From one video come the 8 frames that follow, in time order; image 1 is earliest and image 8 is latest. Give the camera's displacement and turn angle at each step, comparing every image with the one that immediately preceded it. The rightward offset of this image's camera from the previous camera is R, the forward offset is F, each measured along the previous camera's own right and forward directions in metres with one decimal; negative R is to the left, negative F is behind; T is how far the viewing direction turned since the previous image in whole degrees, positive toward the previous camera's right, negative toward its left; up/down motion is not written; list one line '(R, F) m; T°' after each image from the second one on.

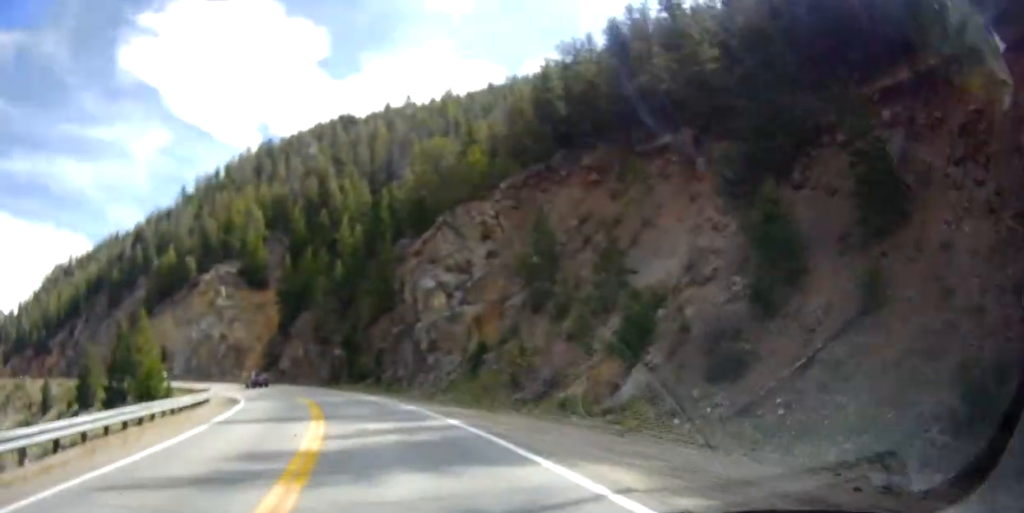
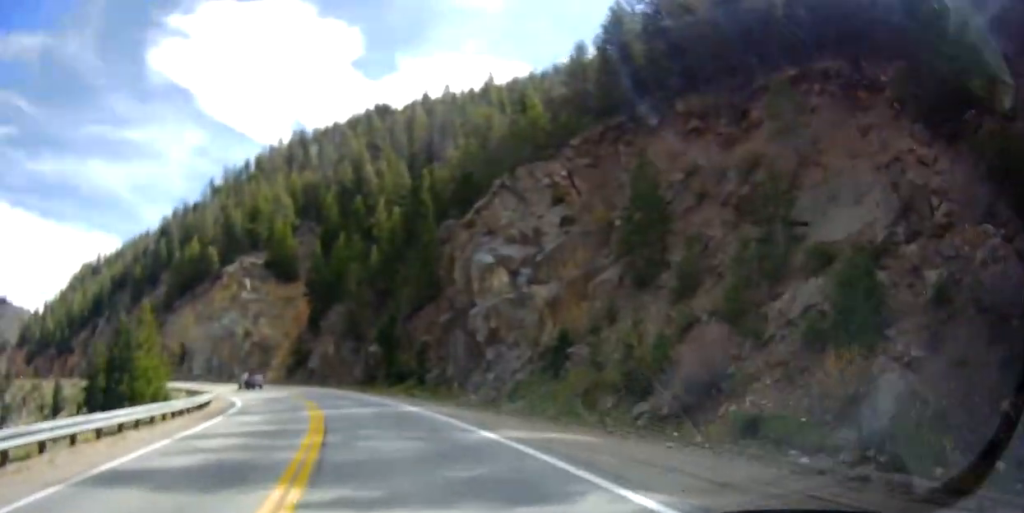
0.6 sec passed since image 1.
(-0.3, +10.5) m; -4°
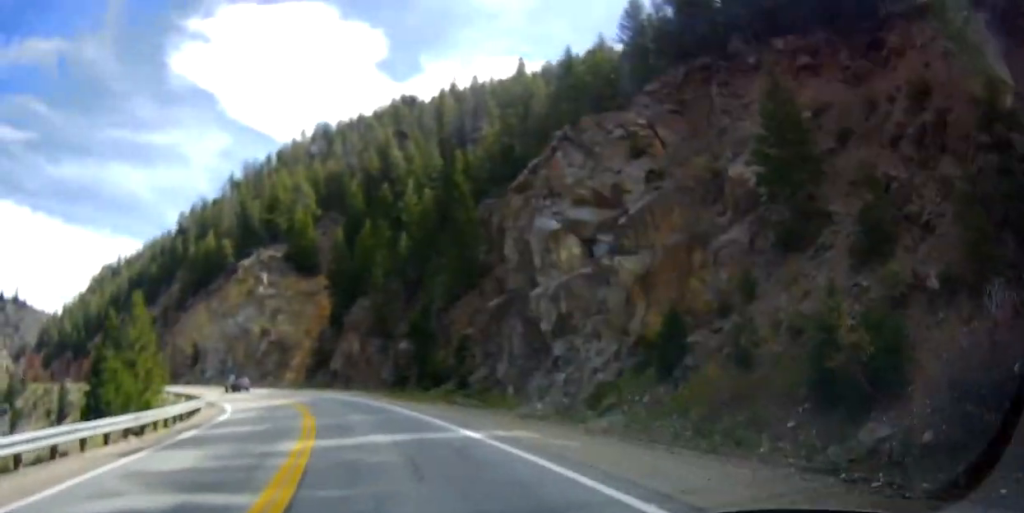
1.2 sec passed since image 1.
(-0.1, +9.2) m; -3°
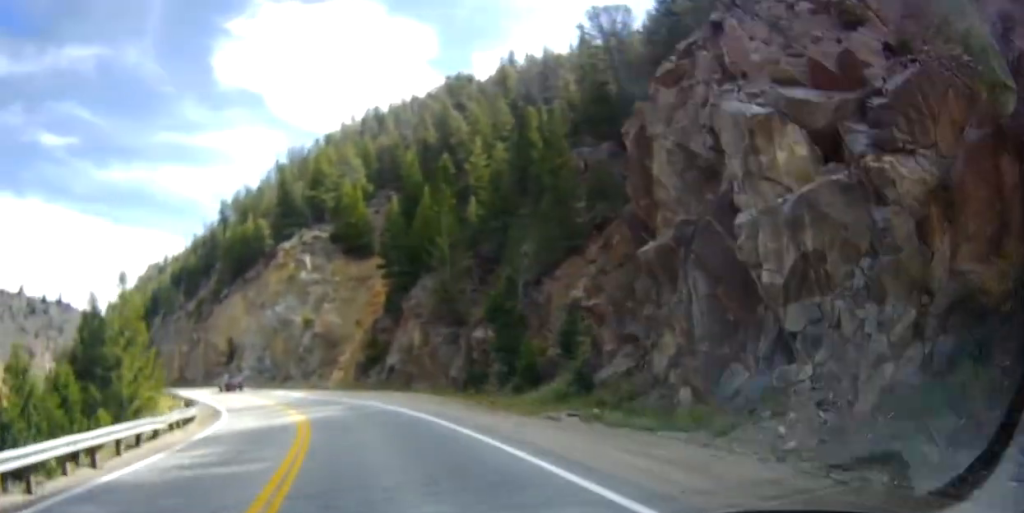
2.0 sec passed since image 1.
(-0.8, +13.8) m; -6°
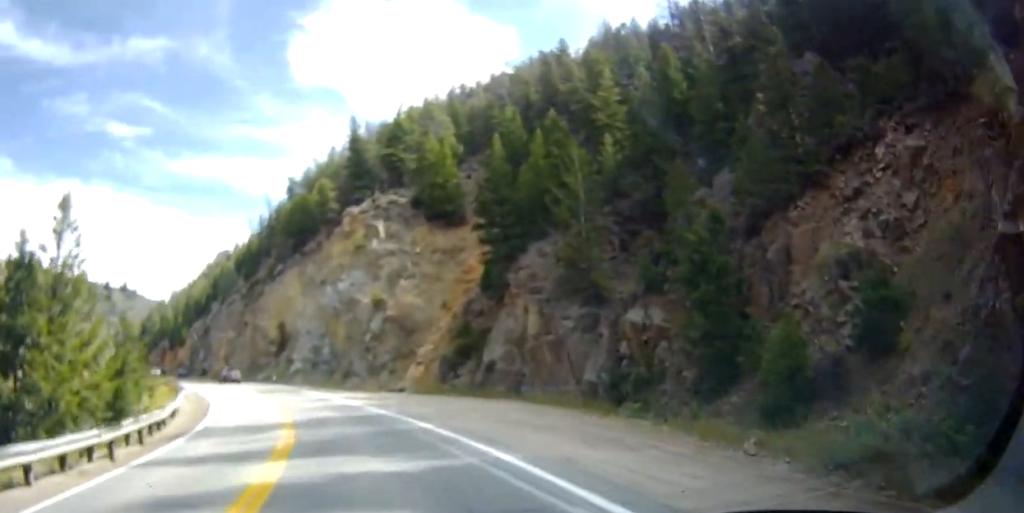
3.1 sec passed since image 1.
(-1.1, +17.9) m; -9°
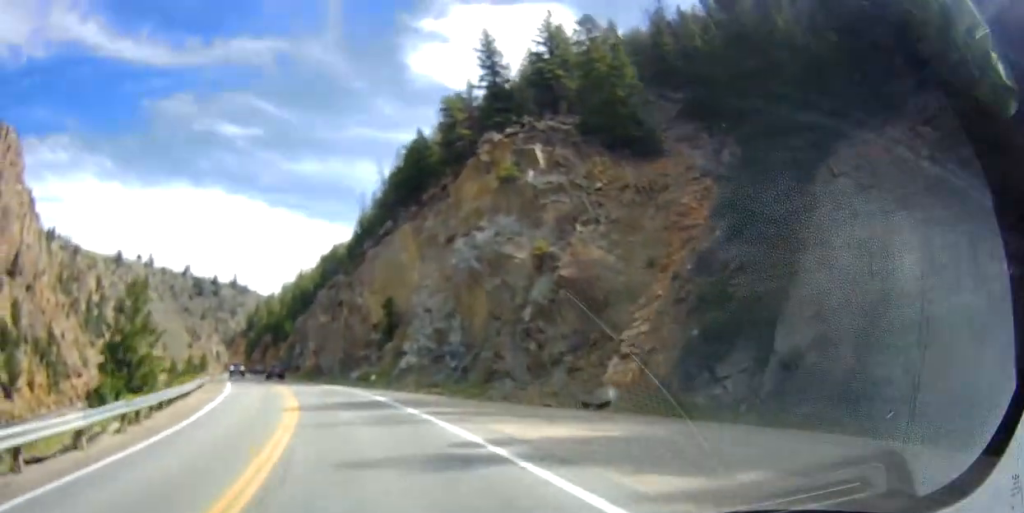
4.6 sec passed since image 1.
(-2.6, +24.4) m; -11°
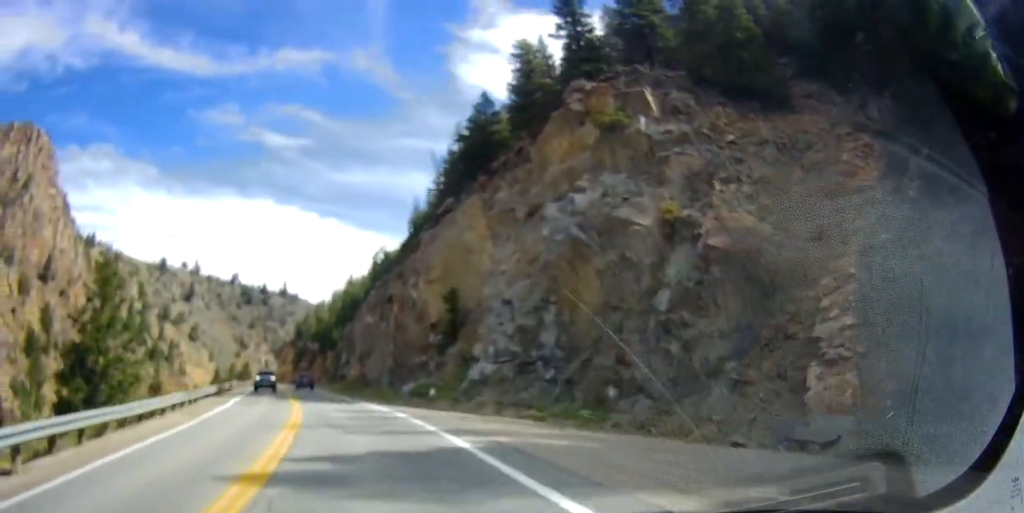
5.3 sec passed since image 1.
(-0.5, +12.0) m; -6°
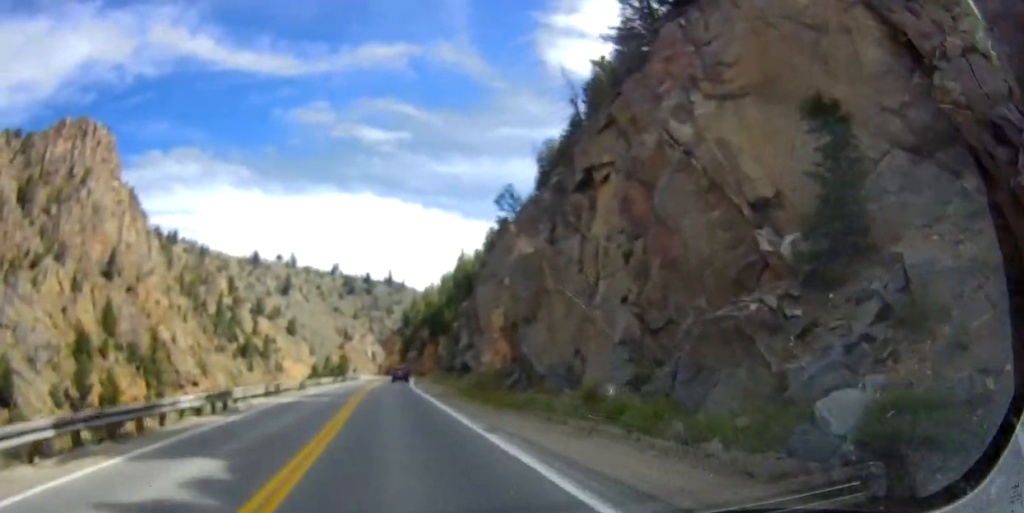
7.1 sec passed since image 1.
(-3.7, +30.1) m; -8°
